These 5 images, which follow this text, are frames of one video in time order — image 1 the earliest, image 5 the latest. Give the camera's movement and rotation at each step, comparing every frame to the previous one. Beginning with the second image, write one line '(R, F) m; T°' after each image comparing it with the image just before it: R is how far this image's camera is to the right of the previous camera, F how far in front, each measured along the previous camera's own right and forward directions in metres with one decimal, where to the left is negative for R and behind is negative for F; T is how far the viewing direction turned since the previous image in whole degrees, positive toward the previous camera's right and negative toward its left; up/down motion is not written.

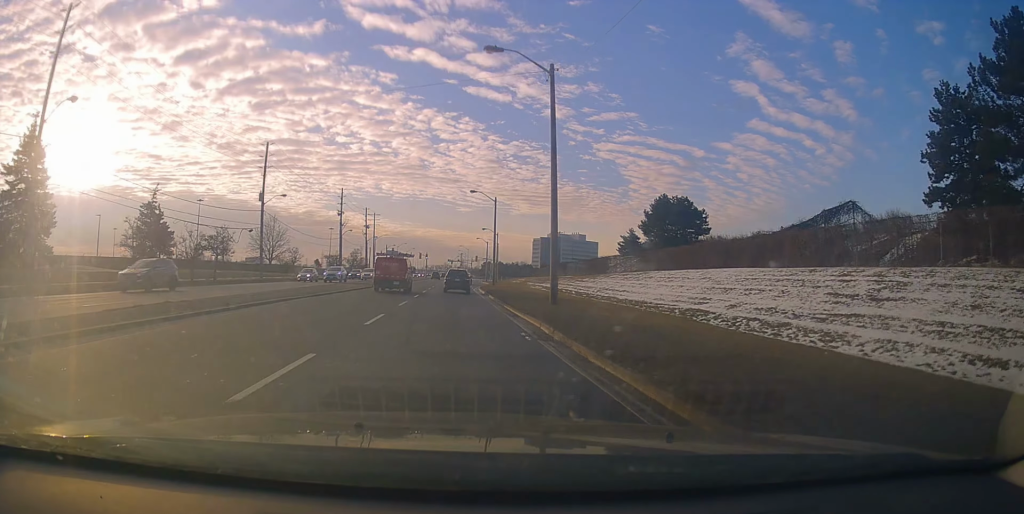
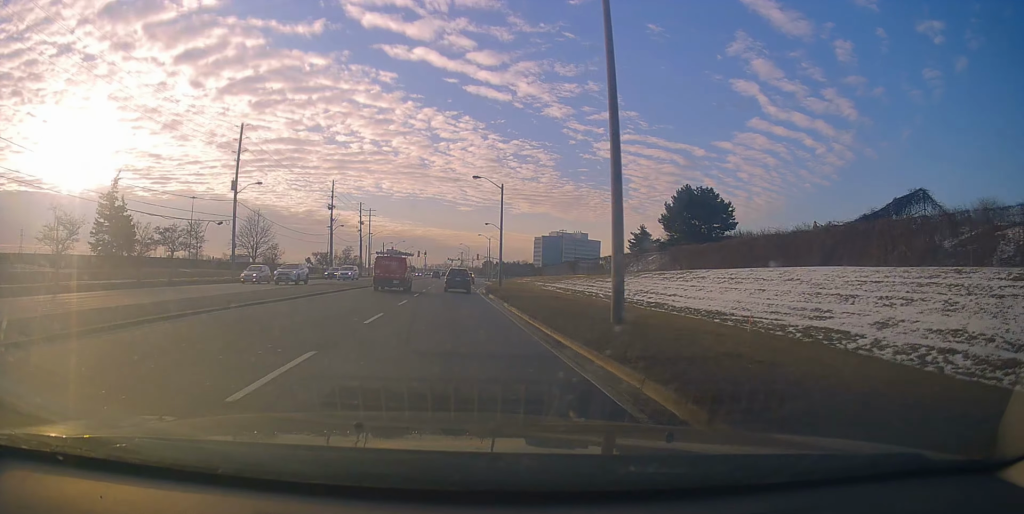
(-0.2, +7.9) m; 0°
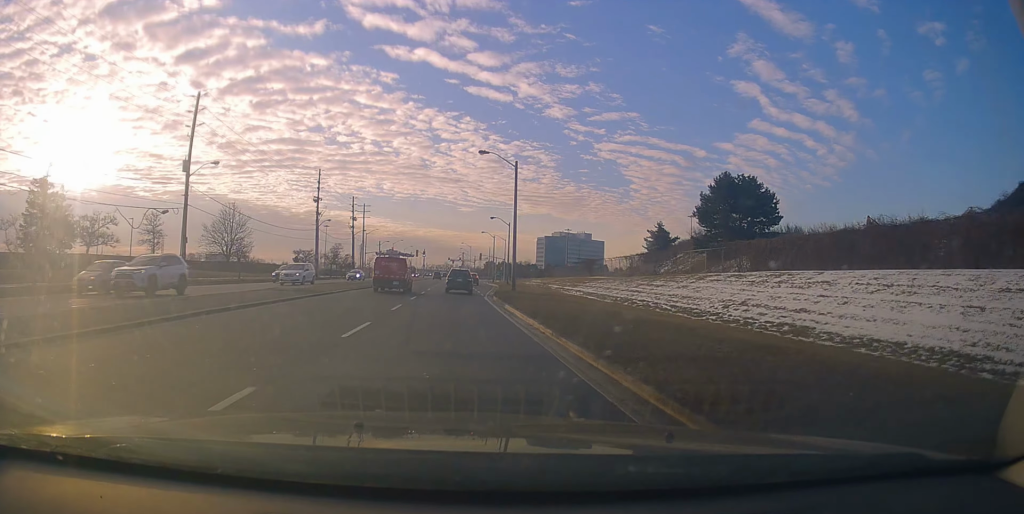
(+0.2, +10.4) m; 0°
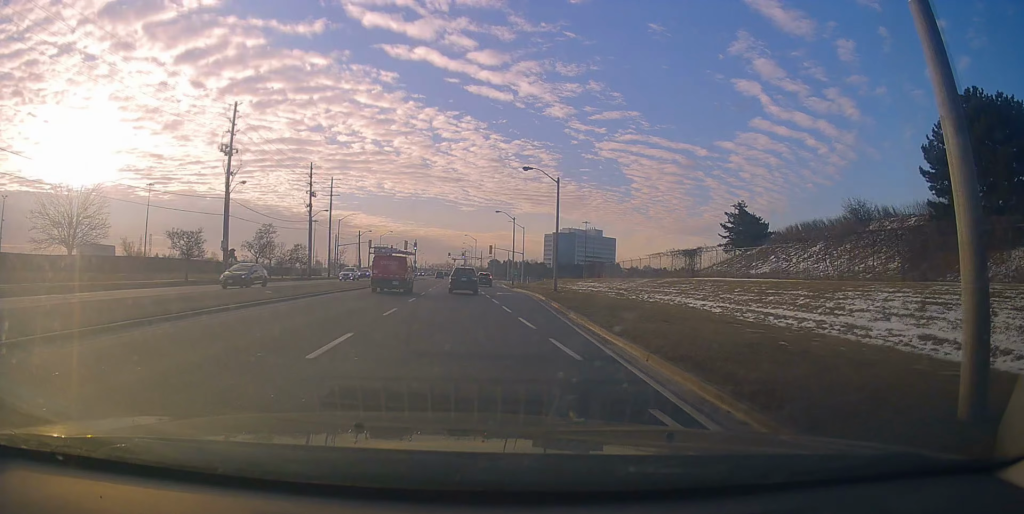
(-0.3, +34.8) m; -1°
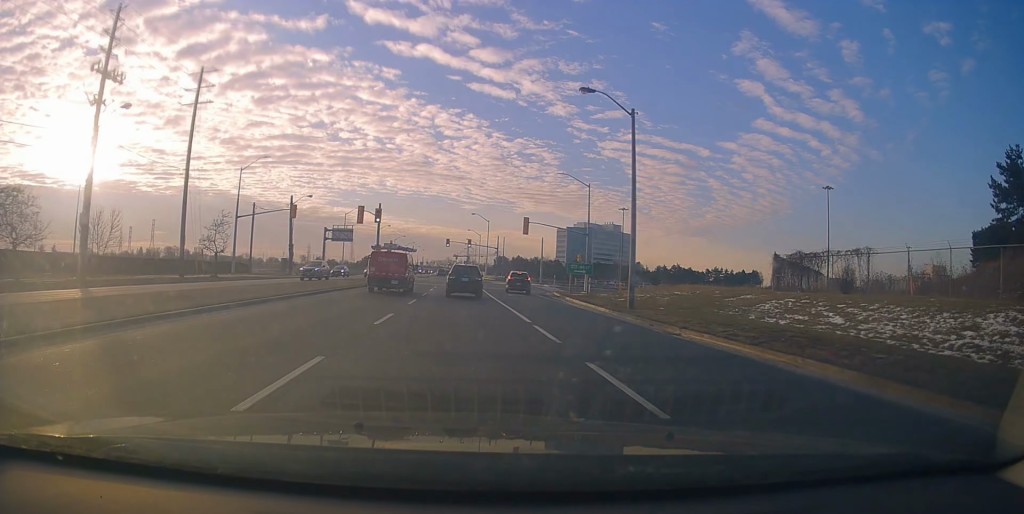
(+0.5, +51.5) m; 0°
